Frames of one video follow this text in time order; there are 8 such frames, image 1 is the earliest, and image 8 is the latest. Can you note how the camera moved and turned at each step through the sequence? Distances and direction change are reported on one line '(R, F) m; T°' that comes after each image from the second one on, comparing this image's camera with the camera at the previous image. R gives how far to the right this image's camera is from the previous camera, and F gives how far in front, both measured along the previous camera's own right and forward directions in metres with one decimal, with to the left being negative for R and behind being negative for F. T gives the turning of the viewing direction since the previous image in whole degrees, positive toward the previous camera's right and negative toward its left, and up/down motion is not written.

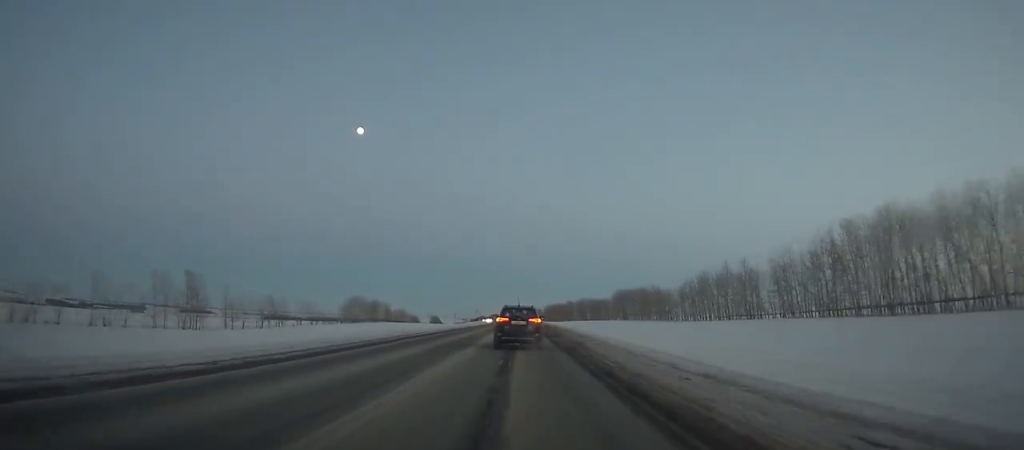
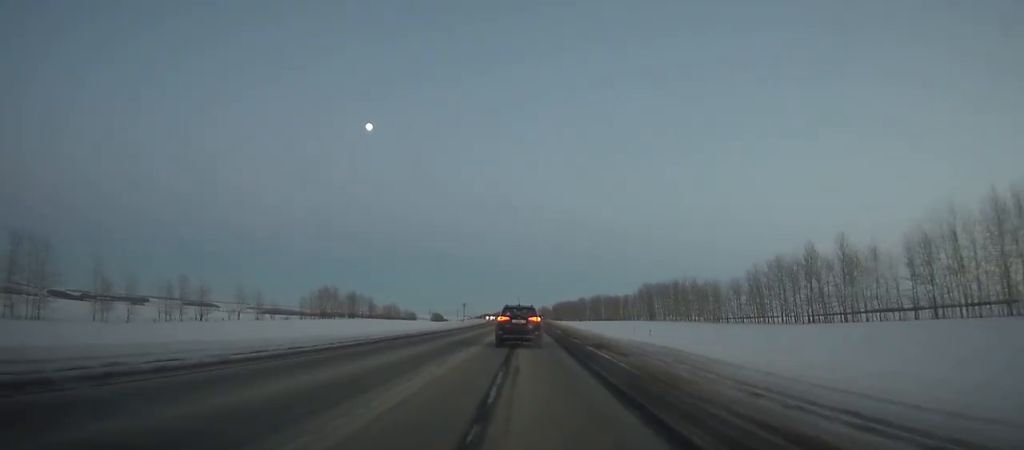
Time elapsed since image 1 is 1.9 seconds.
(0.0, +38.3) m; 0°
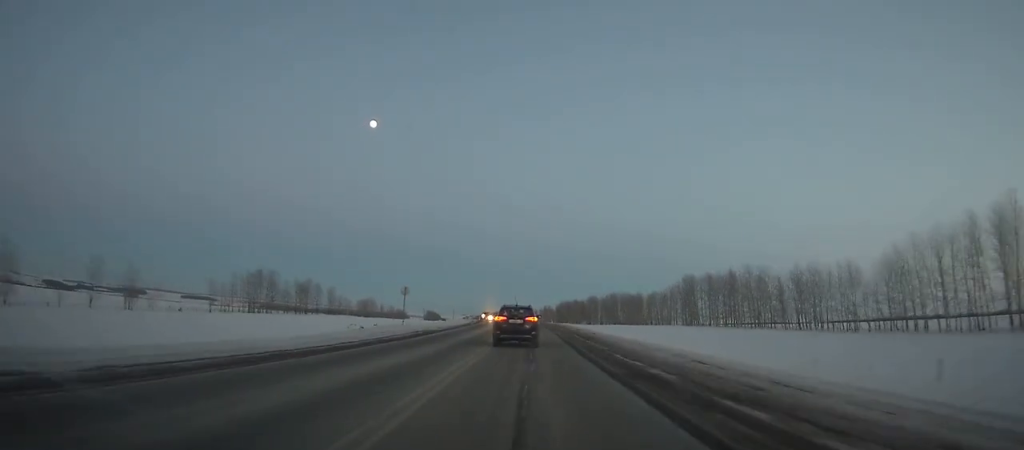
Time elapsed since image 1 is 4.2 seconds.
(-0.1, +47.1) m; 0°
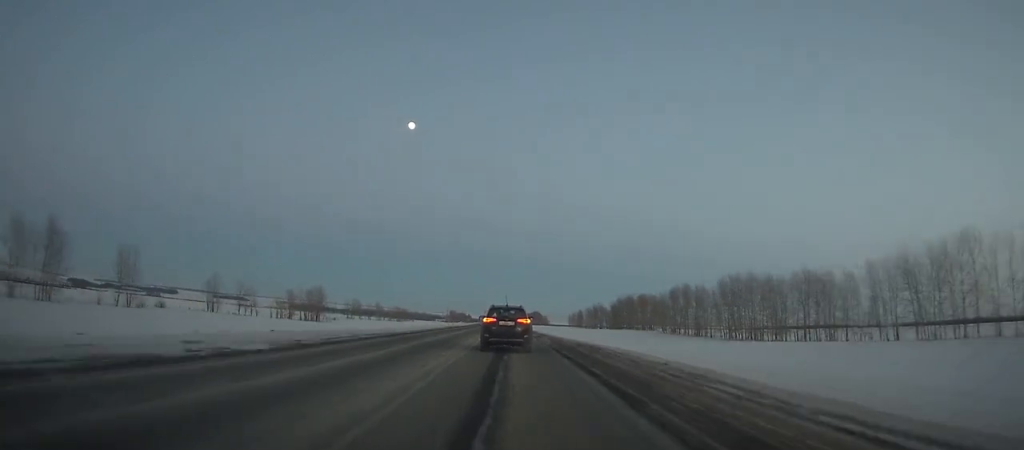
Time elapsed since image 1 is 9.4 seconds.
(-2.0, +107.8) m; -3°
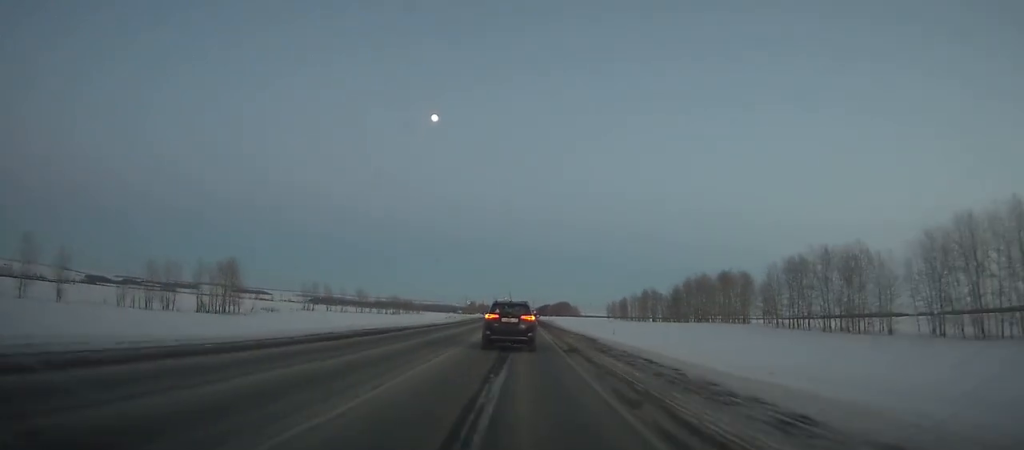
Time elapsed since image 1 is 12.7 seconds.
(-1.7, +68.1) m; -2°
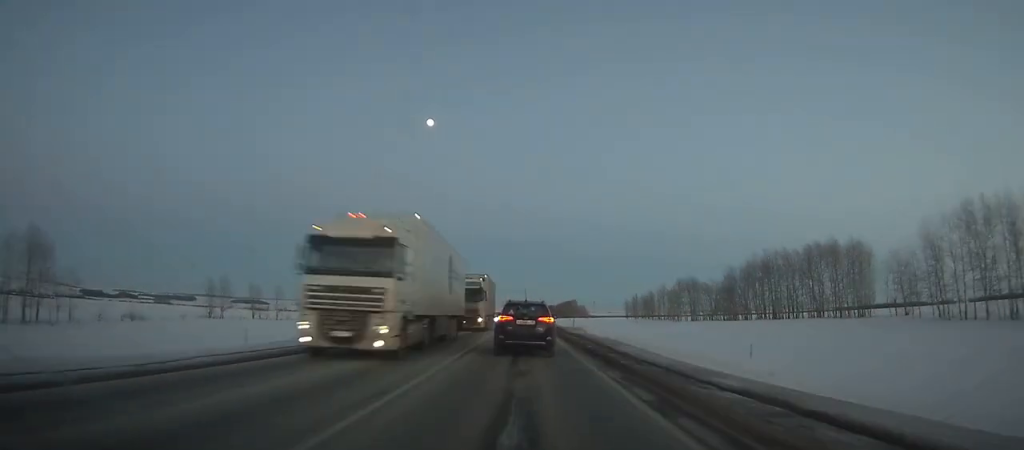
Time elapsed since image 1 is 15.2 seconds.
(-0.6, +51.0) m; -1°
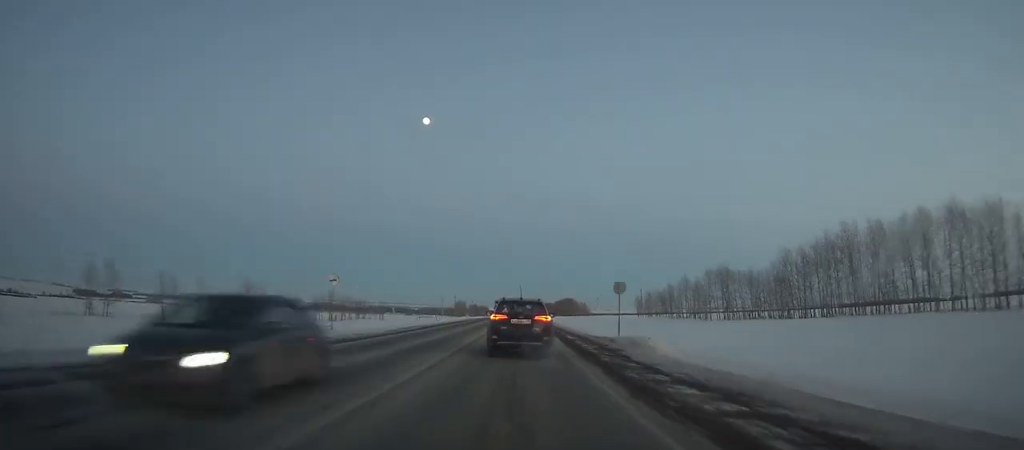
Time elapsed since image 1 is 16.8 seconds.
(-0.1, +32.4) m; 0°
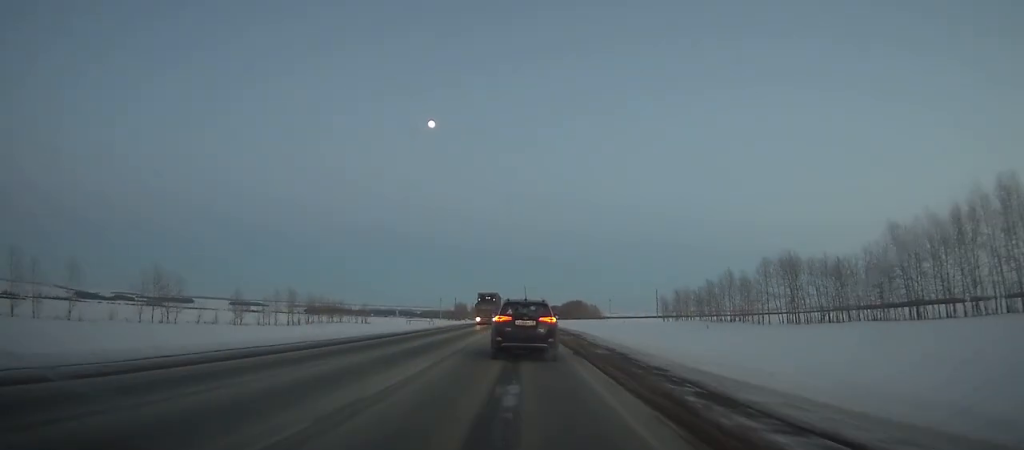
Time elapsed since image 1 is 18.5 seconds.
(+0.2, +34.0) m; 0°
